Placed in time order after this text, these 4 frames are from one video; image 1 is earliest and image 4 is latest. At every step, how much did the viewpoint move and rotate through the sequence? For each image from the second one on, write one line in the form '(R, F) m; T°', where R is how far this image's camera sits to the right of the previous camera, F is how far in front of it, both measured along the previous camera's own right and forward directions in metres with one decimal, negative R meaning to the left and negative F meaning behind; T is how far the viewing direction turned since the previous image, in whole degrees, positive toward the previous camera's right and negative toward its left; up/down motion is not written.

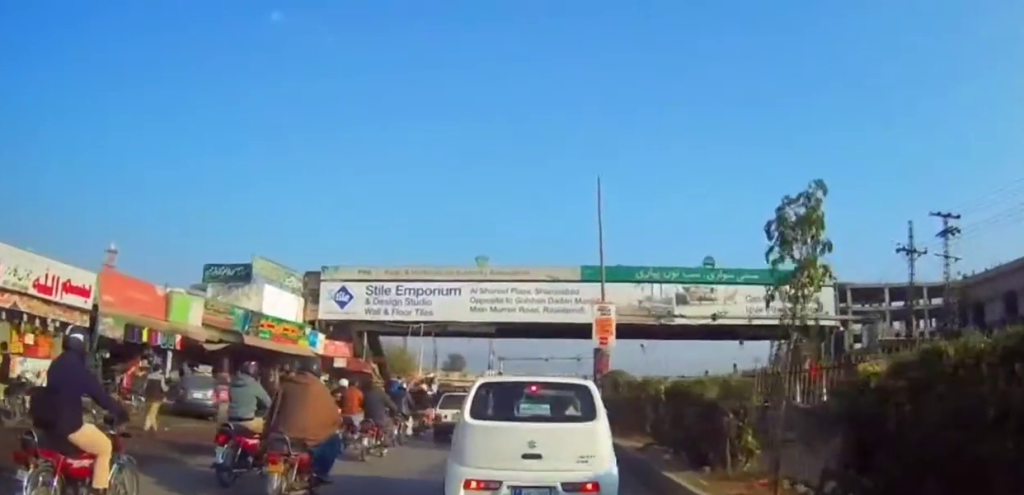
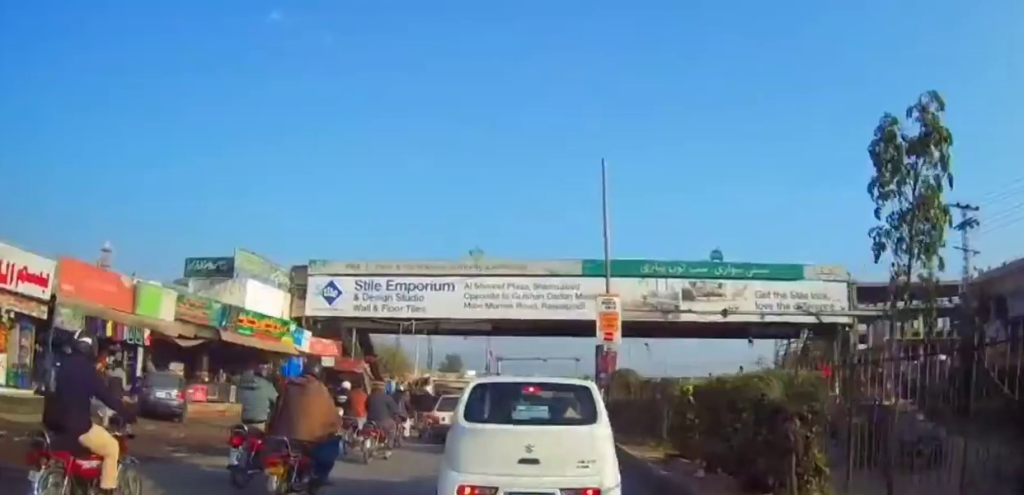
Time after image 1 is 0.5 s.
(-0.3, +2.3) m; +1°
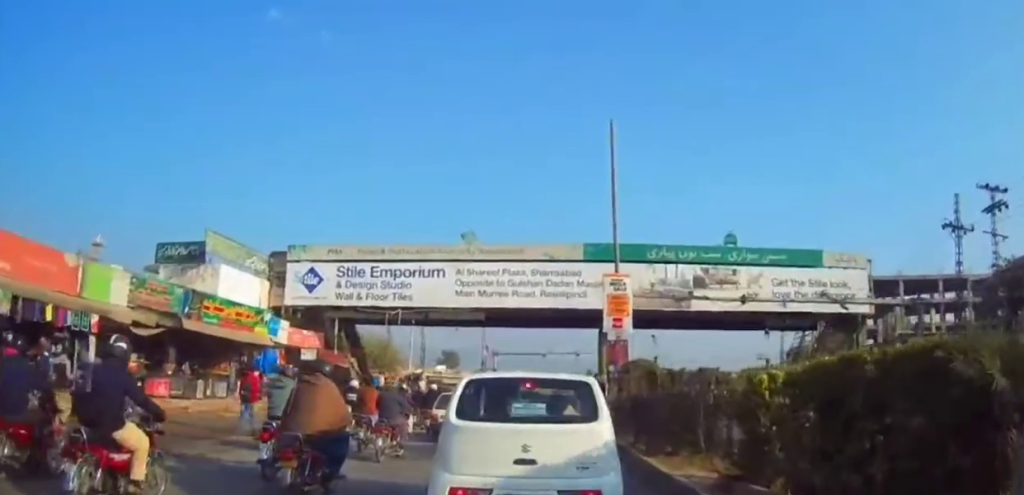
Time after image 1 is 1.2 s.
(+0.5, +3.2) m; +1°
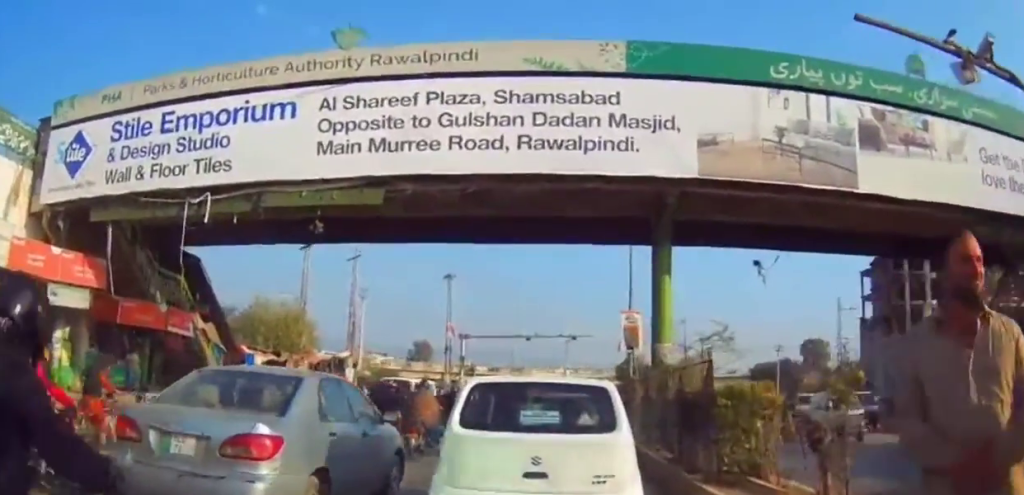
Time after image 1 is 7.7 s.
(0.0, +20.9) m; +3°
